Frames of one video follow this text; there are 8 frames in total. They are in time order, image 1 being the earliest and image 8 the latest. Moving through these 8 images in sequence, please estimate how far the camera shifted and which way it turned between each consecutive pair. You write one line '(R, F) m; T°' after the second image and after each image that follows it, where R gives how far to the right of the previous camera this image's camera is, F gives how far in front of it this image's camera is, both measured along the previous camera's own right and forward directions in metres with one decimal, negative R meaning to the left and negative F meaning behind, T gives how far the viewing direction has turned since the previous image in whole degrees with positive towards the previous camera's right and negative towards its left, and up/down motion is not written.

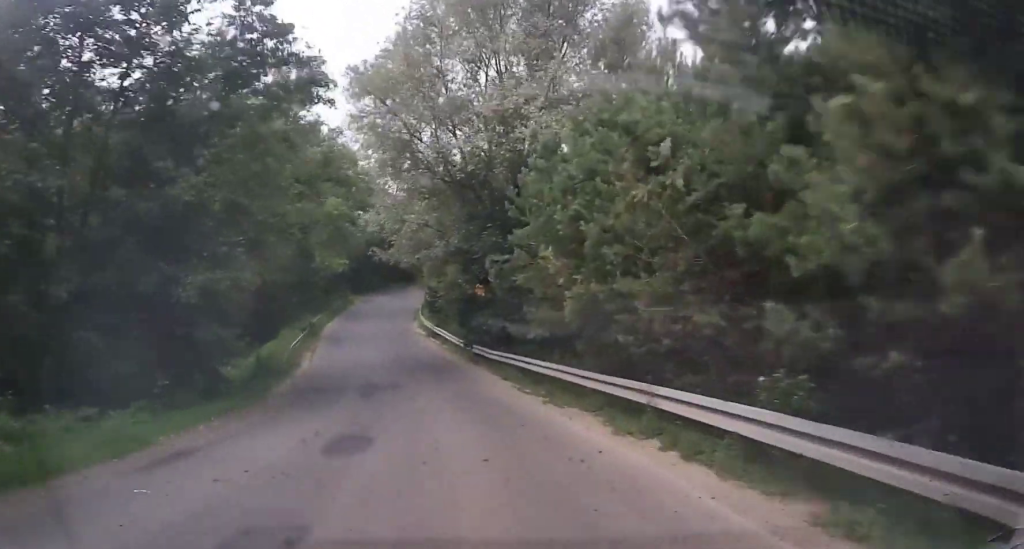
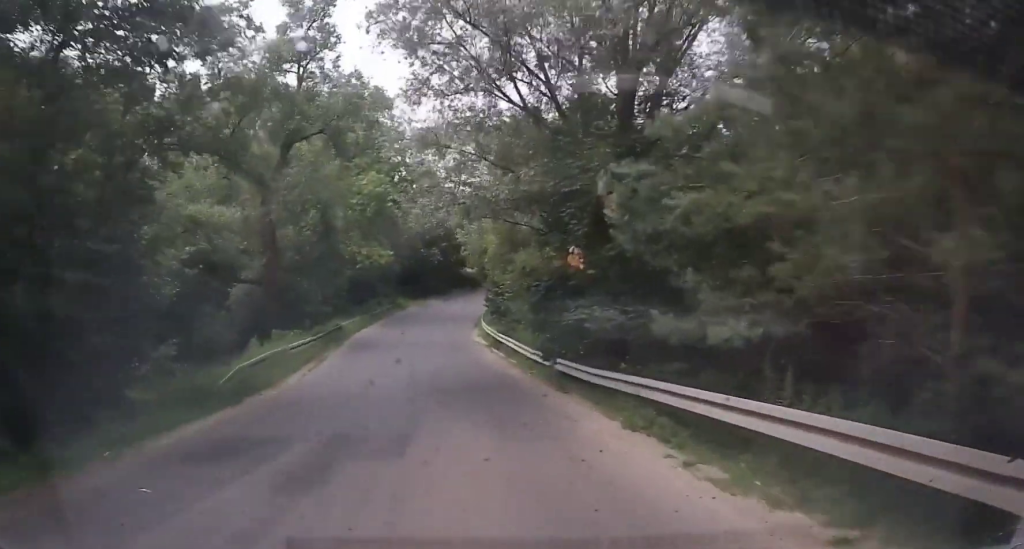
(-0.2, +11.1) m; -5°
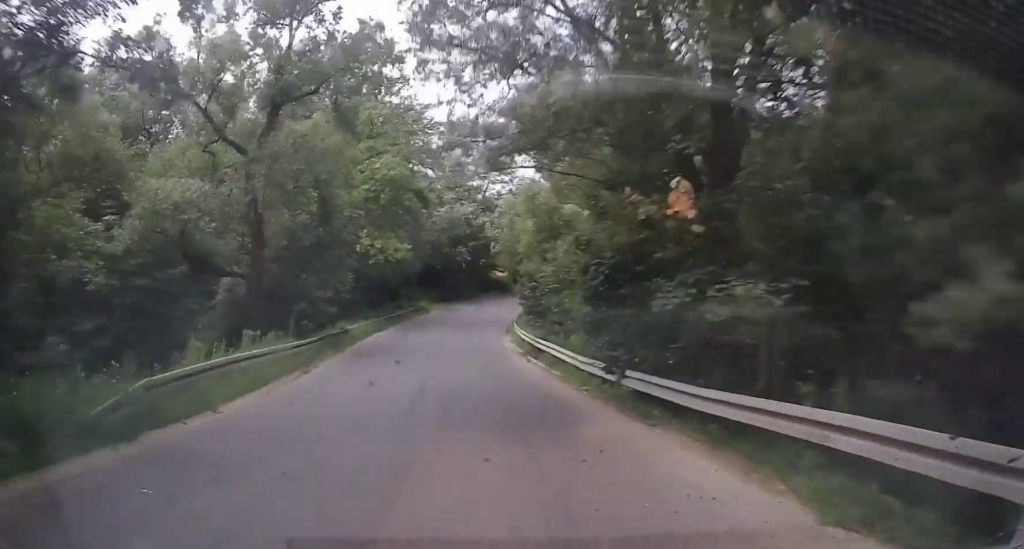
(-0.2, +5.8) m; -3°
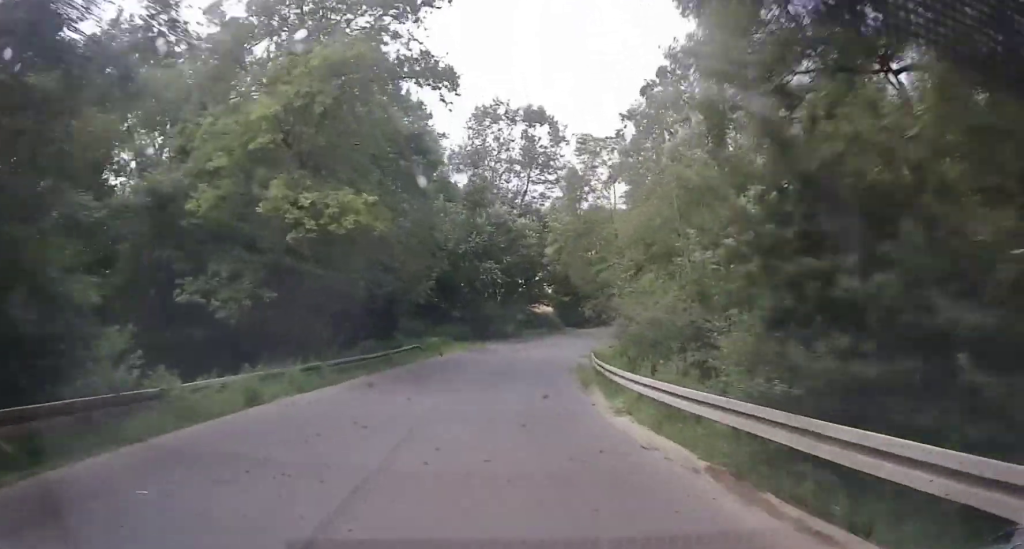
(-1.5, +20.8) m; -6°
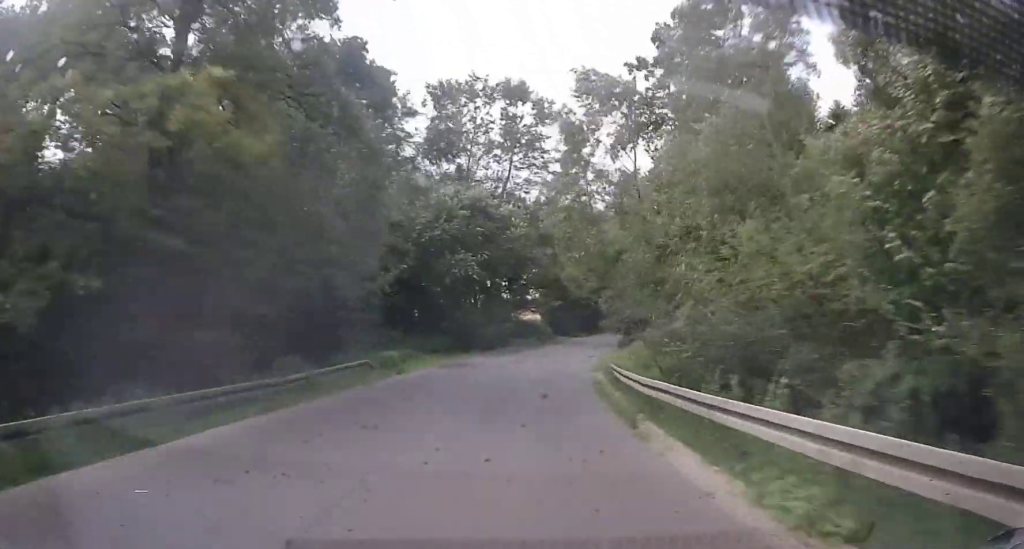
(-0.1, +9.1) m; +1°
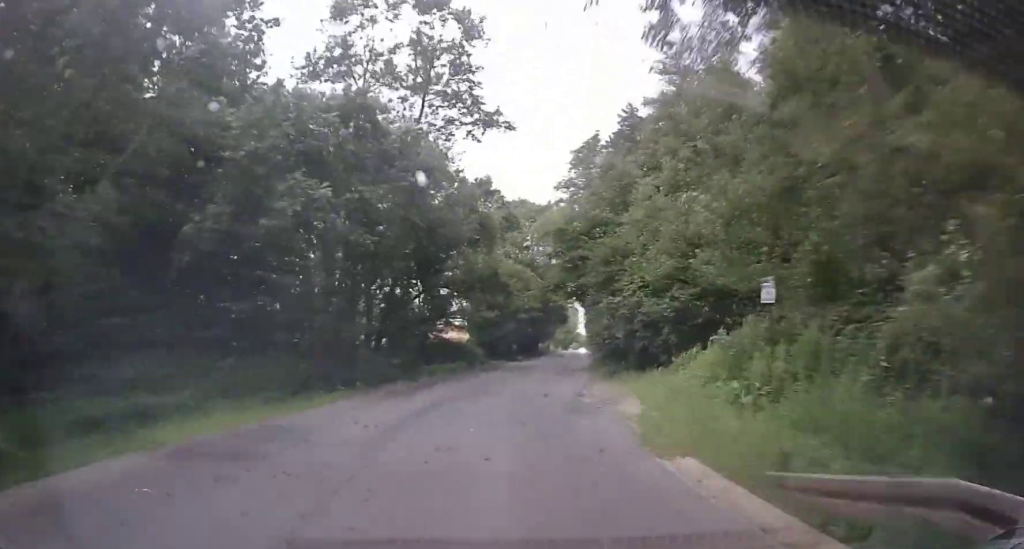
(+0.8, +19.5) m; +6°
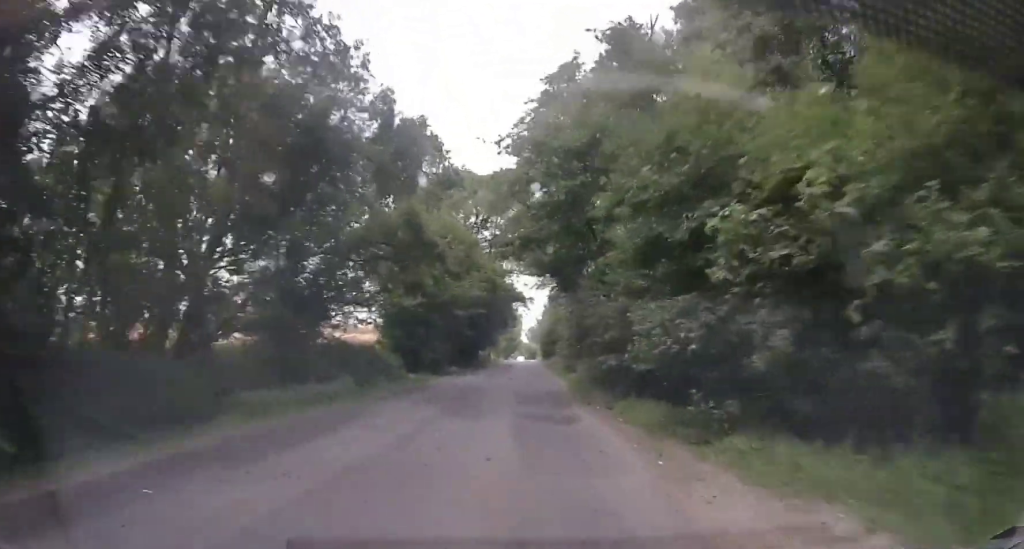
(+0.2, +16.0) m; -3°
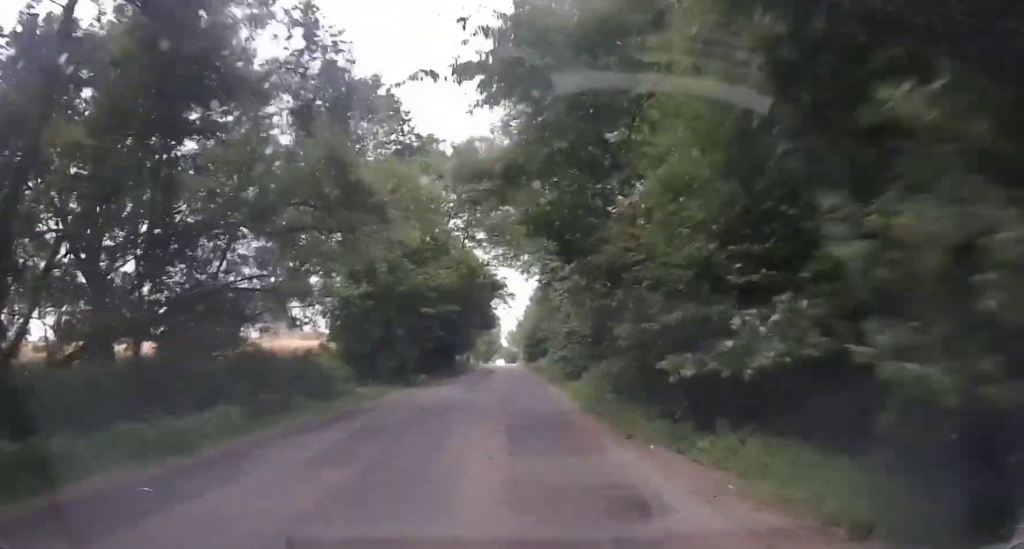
(-1.1, +7.2) m; -1°
